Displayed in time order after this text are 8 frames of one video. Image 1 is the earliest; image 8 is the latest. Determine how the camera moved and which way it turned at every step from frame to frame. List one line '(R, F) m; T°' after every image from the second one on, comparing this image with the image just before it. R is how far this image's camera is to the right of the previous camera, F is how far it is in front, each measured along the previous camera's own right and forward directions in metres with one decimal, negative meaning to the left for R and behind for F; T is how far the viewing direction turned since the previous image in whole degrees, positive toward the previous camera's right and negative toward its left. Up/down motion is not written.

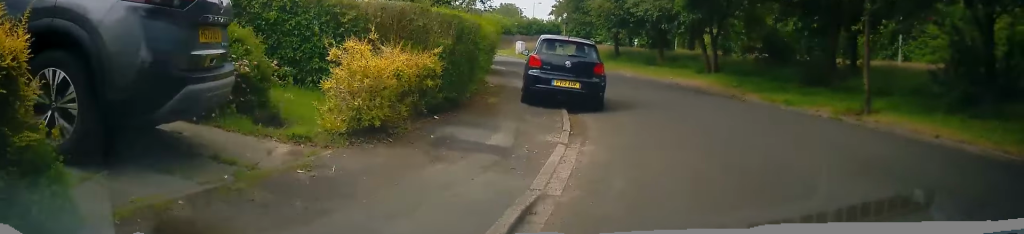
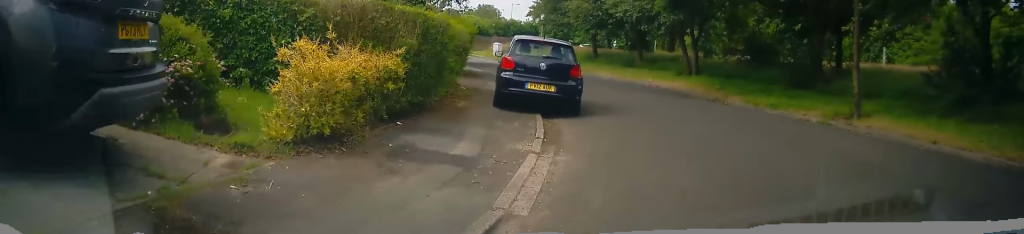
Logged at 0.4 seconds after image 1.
(0.0, +0.7) m; +4°
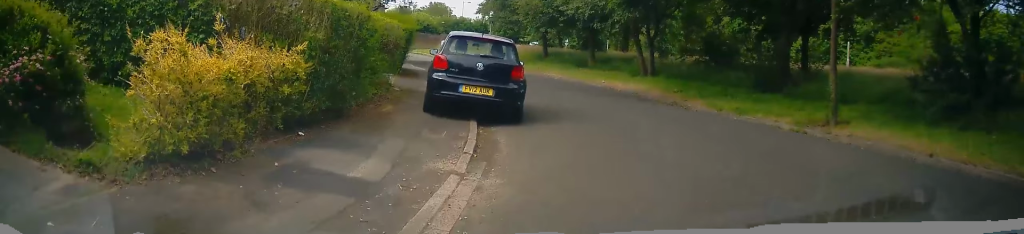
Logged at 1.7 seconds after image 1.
(+0.1, +1.5) m; 0°
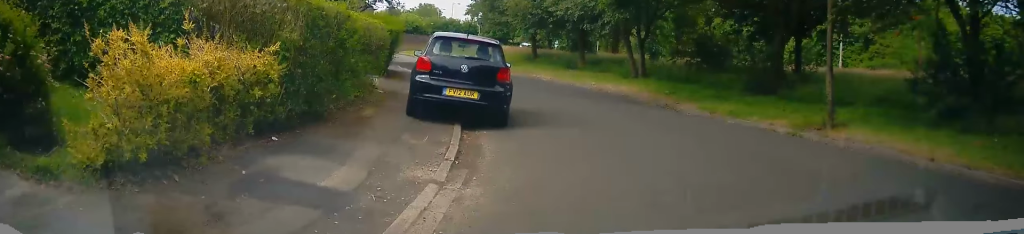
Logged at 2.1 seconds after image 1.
(-0.2, +0.4) m; 0°
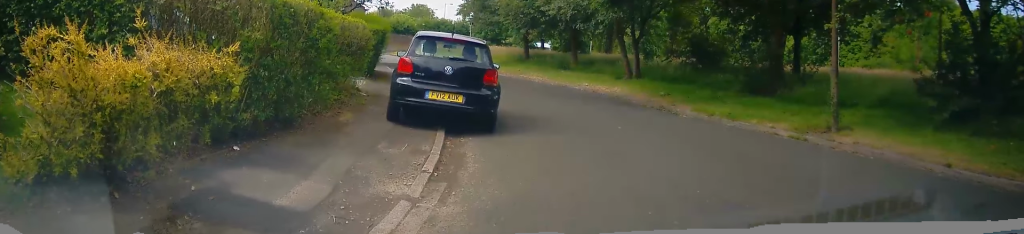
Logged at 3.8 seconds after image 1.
(-0.1, +1.0) m; 0°
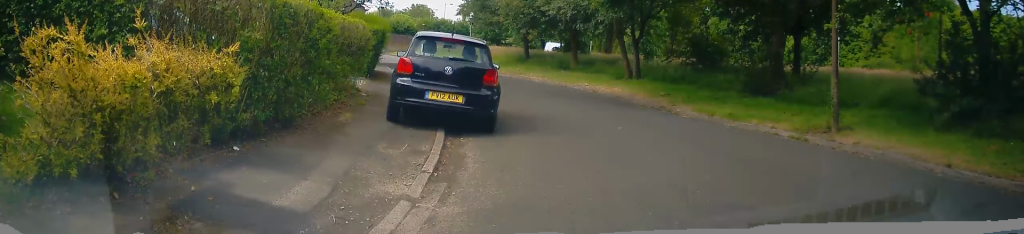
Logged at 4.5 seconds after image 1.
(+0.1, +0.2) m; 0°
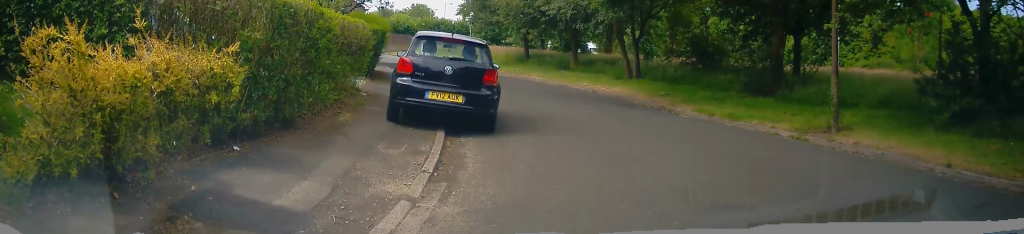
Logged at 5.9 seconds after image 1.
(0.0, 0.0) m; 0°
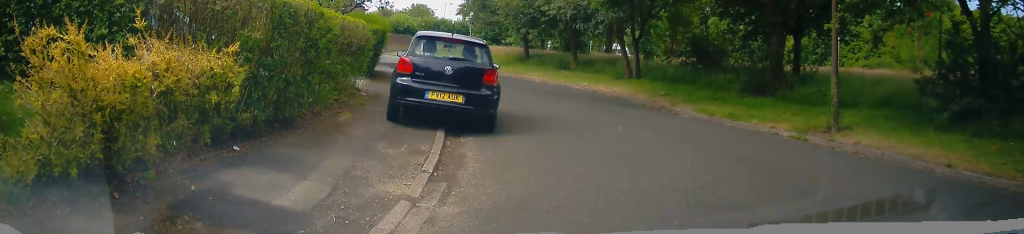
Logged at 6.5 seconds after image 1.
(0.0, 0.0) m; 0°
